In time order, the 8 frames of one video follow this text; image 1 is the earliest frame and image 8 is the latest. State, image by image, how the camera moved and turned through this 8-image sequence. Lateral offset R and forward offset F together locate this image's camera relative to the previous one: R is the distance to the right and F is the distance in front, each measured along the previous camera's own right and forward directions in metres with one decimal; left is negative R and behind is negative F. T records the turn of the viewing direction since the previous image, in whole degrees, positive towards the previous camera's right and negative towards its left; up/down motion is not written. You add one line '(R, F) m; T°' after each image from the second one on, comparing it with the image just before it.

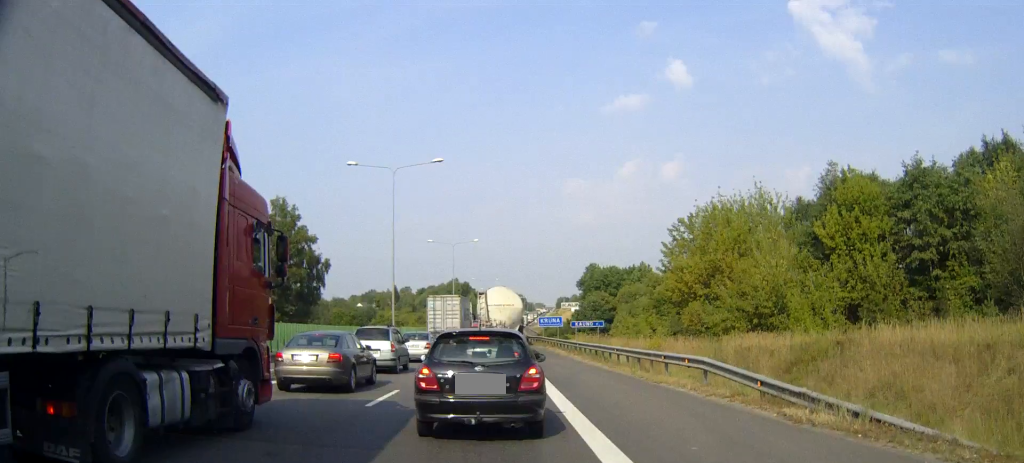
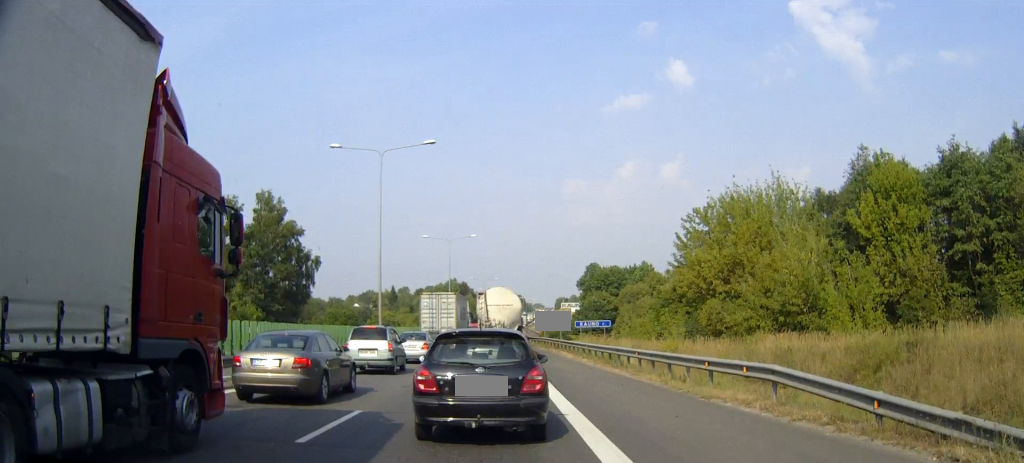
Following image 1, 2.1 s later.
(0.0, +4.8) m; +2°
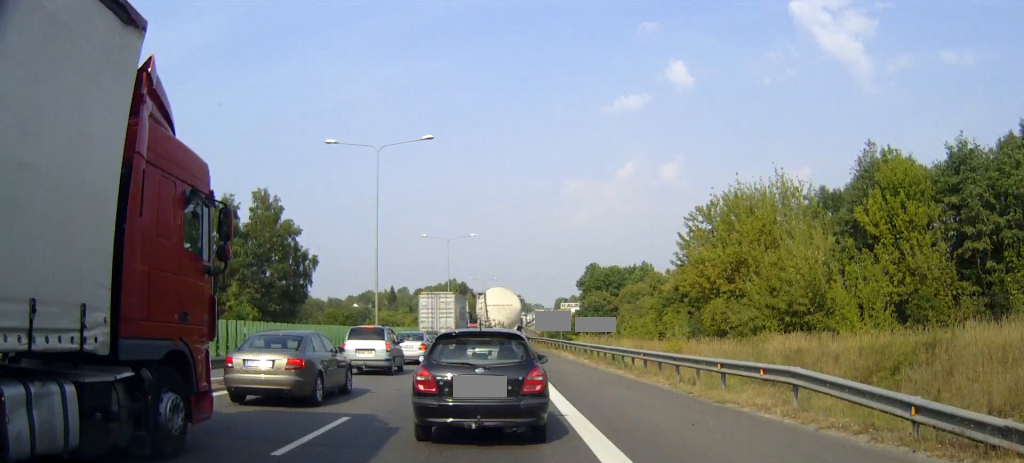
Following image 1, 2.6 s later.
(0.0, +1.0) m; +1°
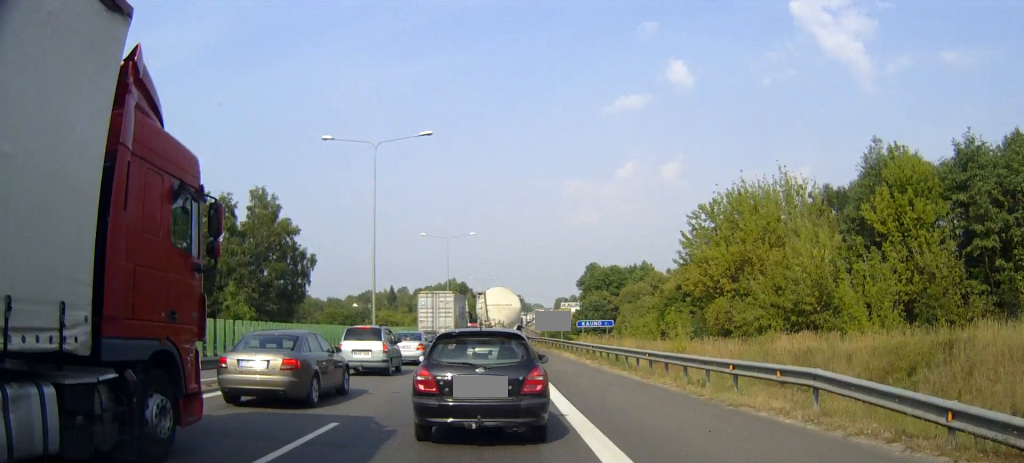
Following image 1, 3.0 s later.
(0.0, +0.9) m; 0°
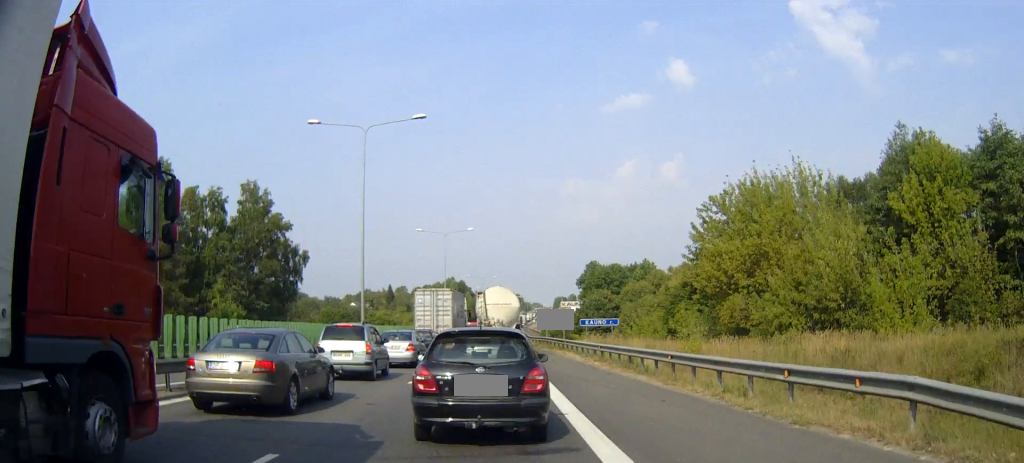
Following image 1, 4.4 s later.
(0.0, +3.1) m; -1°
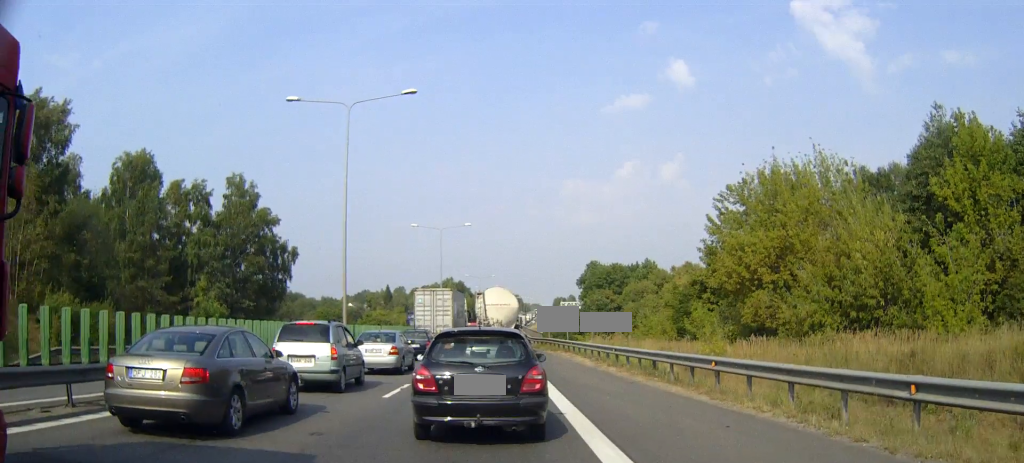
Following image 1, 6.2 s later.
(+0.1, +4.3) m; +2°
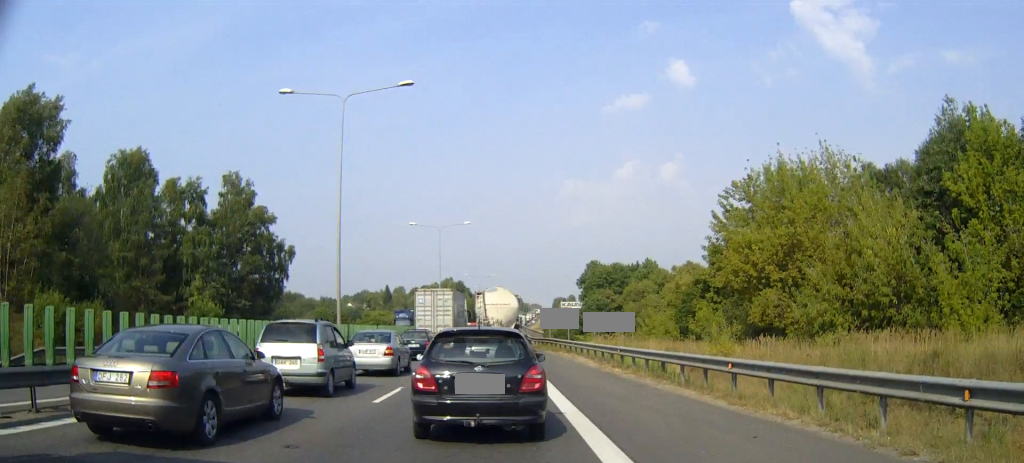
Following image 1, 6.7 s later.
(0.0, +1.2) m; 0°
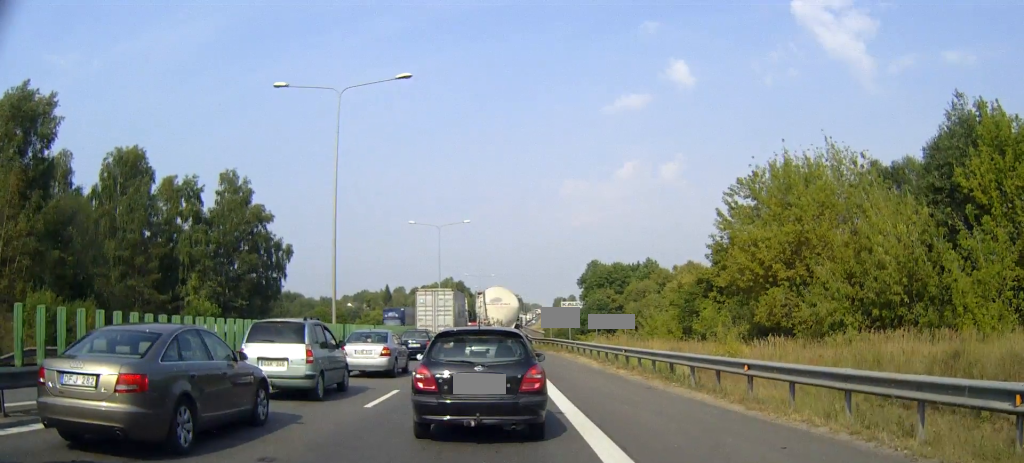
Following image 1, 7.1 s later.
(0.0, +1.0) m; 0°
